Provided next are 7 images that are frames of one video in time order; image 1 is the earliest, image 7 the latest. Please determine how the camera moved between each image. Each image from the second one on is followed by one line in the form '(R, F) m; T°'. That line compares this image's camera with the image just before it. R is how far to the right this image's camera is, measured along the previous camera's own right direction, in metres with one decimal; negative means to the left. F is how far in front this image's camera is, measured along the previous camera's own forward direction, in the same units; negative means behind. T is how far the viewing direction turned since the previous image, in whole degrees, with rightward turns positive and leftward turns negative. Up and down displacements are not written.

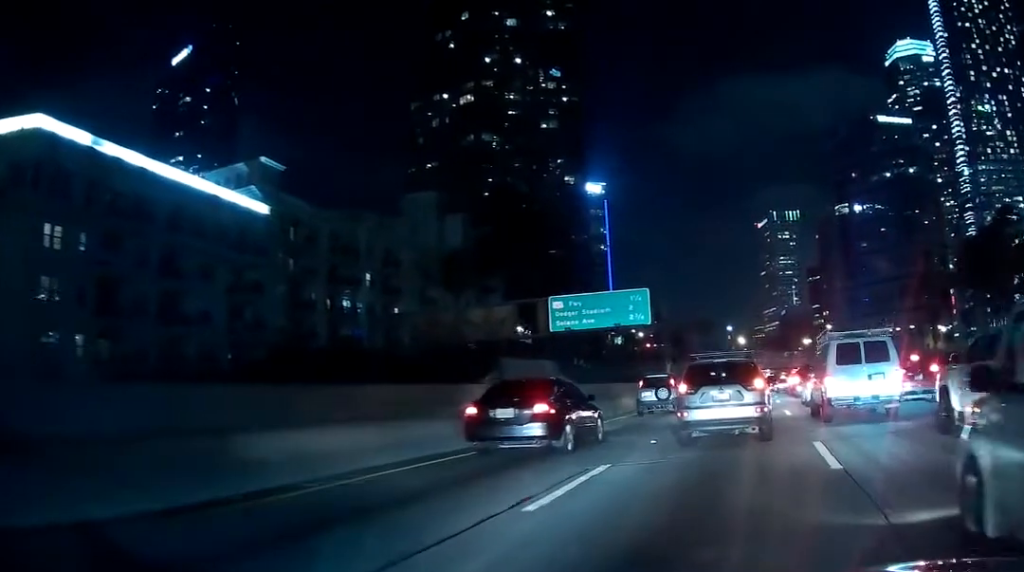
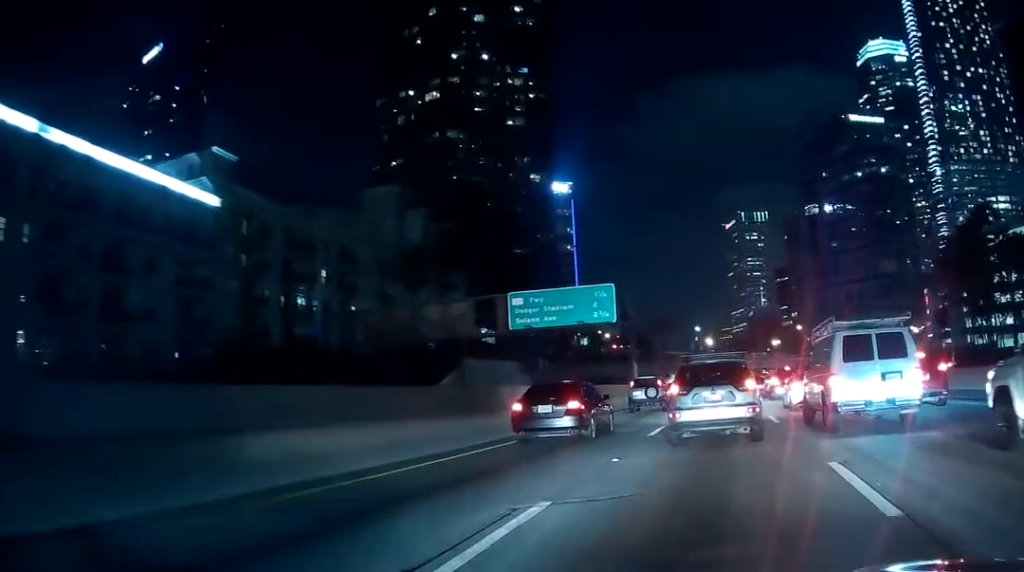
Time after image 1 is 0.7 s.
(+0.2, +3.6) m; +2°
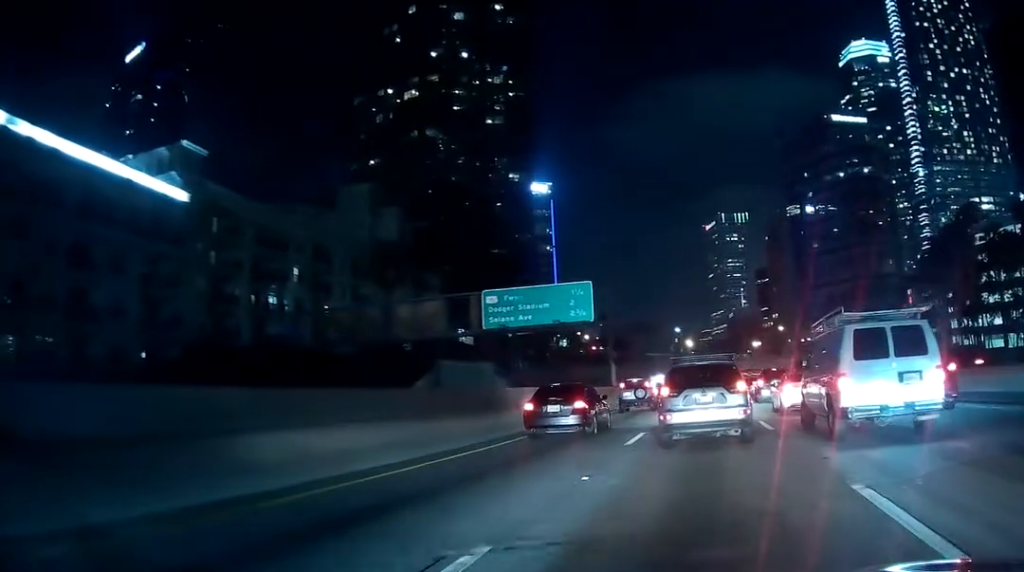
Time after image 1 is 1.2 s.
(+0.2, +2.2) m; +1°
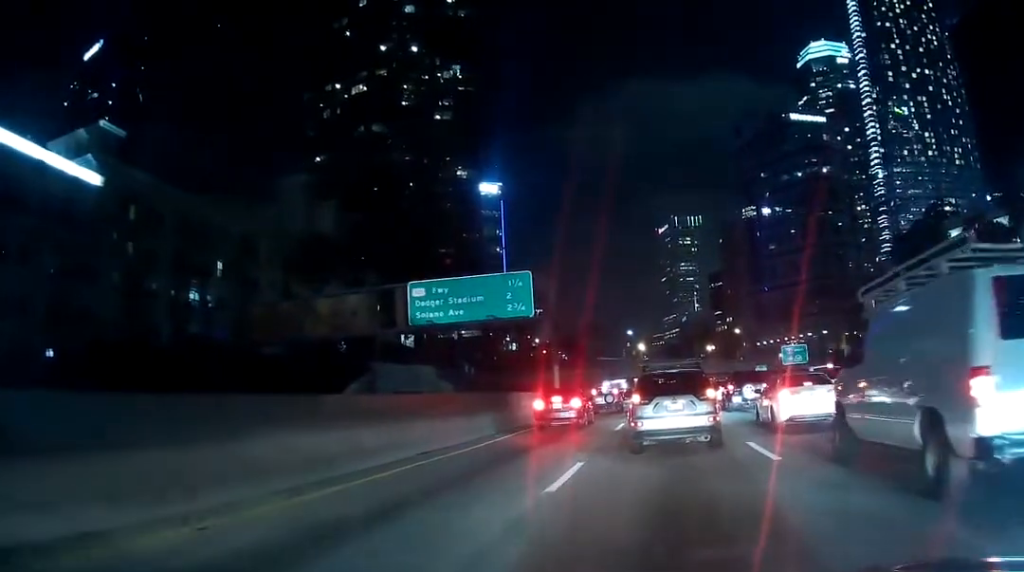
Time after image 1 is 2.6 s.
(-0.3, +7.1) m; -1°
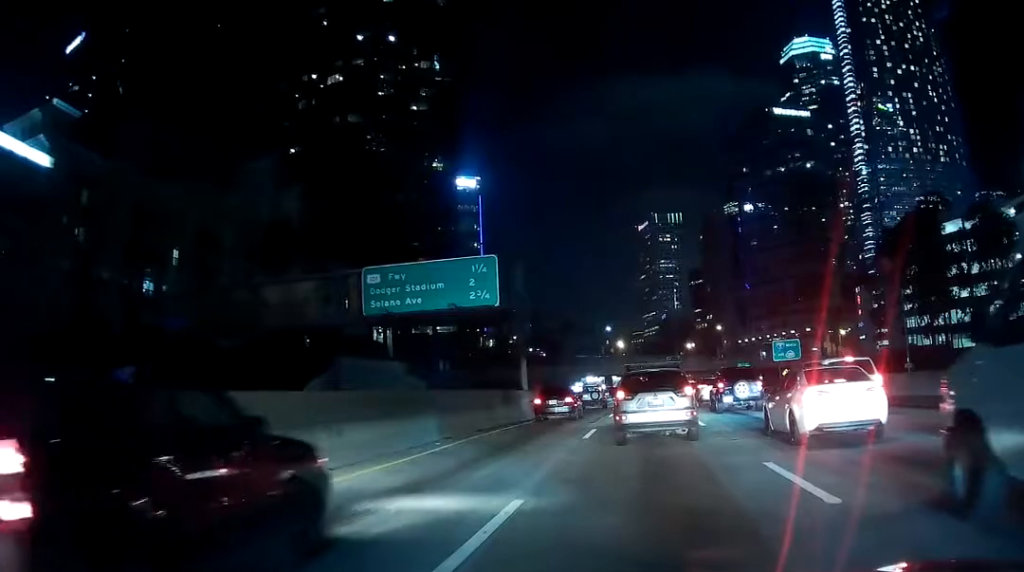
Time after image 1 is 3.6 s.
(+0.1, +4.8) m; +2°
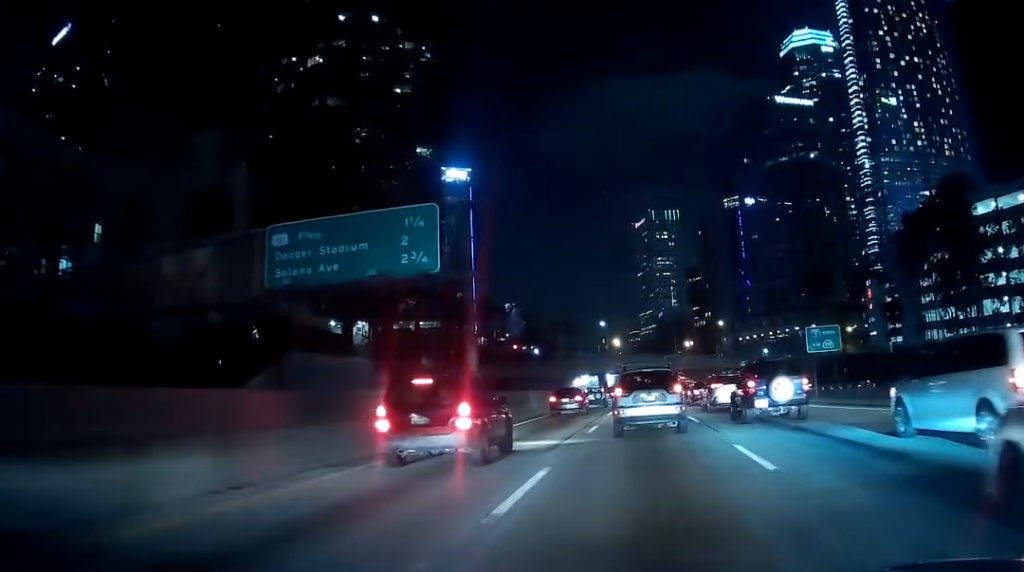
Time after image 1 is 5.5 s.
(+0.5, +12.0) m; +5°
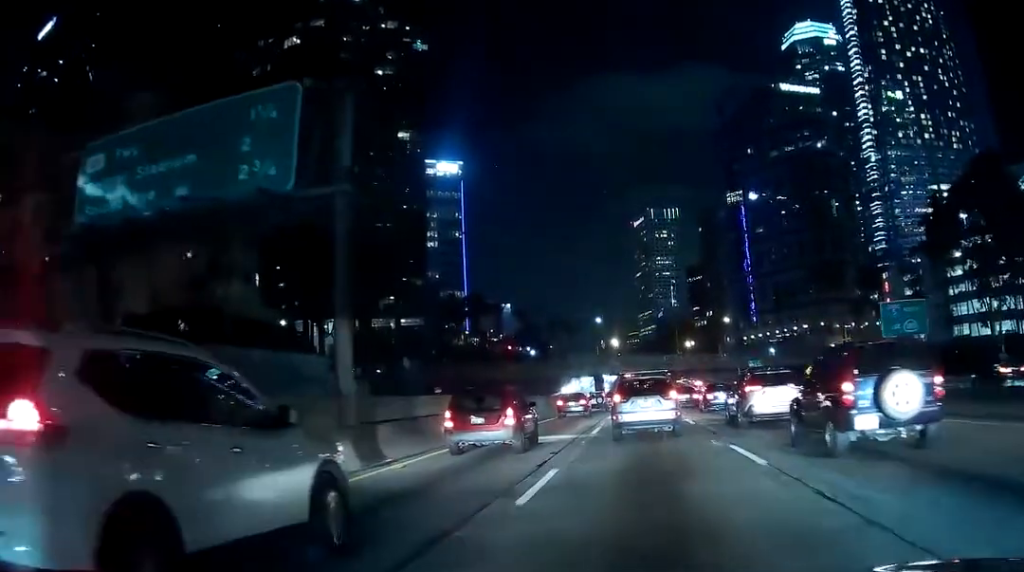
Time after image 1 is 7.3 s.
(+0.9, +14.3) m; +4°
